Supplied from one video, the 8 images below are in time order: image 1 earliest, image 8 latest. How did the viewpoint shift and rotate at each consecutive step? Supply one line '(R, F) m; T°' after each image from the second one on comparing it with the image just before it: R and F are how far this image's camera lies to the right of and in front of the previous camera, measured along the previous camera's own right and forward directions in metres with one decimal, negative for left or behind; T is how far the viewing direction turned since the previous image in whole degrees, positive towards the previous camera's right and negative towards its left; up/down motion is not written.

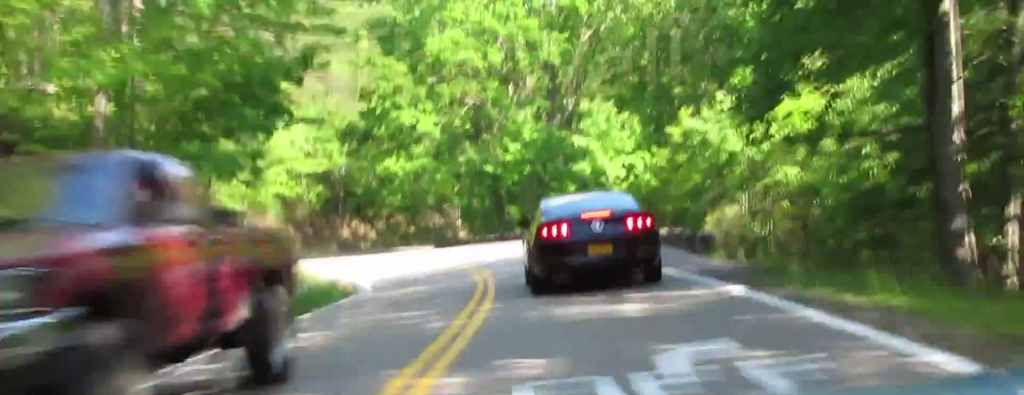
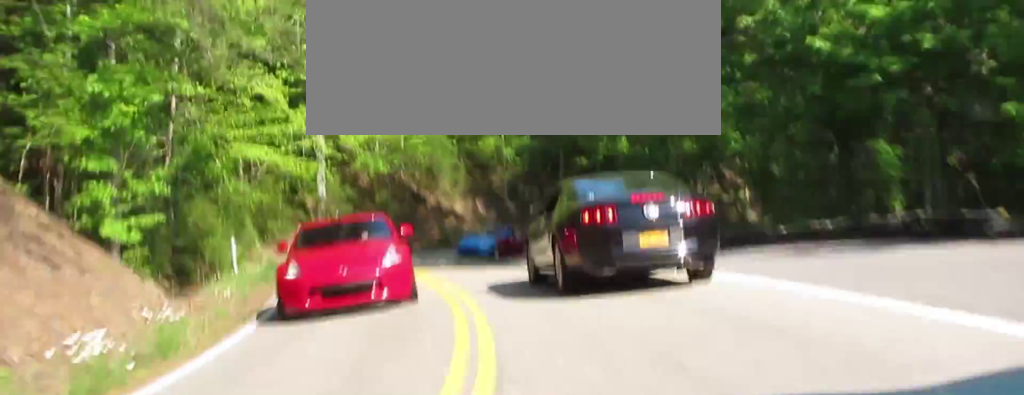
(-2.1, +35.4) m; 0°
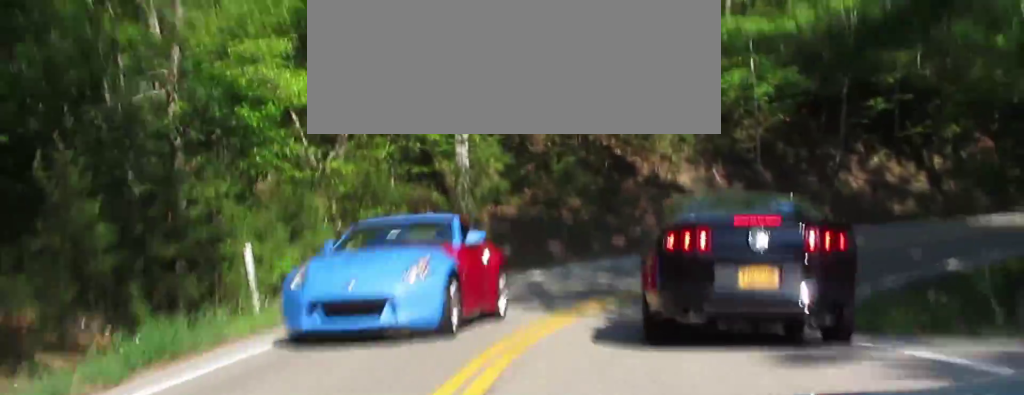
(+2.5, +23.1) m; +26°
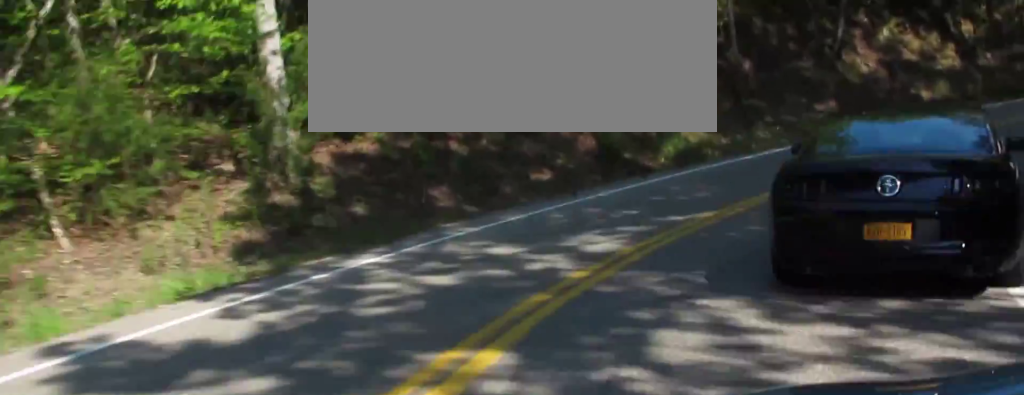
(+4.1, +14.9) m; +18°
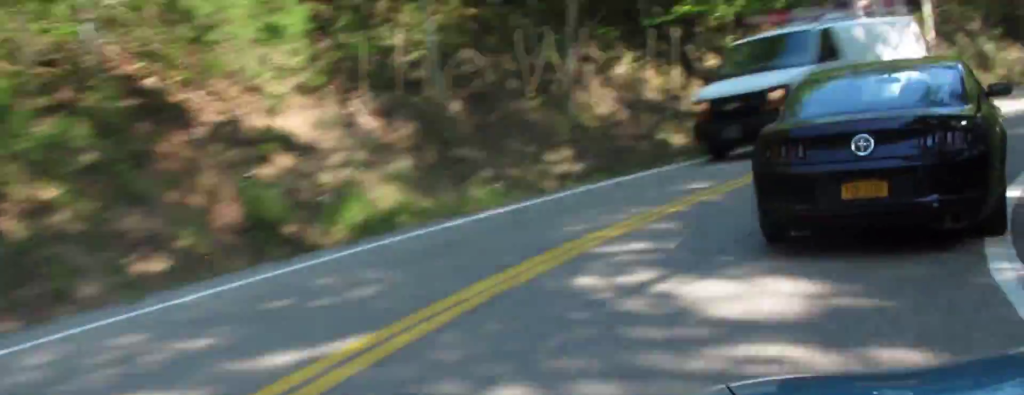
(+1.1, +10.2) m; +5°
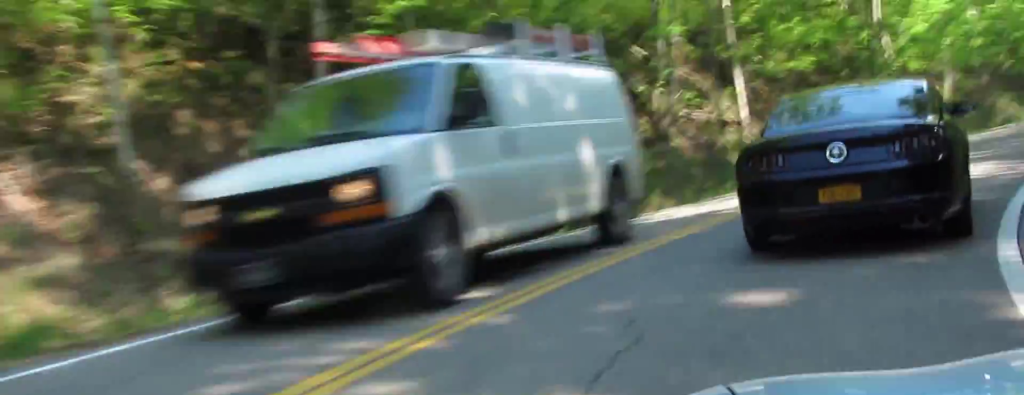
(-0.2, +7.9) m; -1°
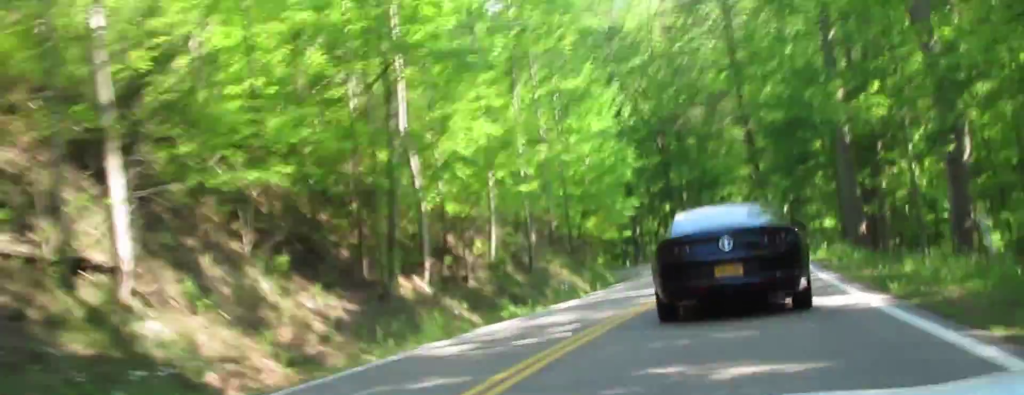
(-0.4, +20.2) m; -4°
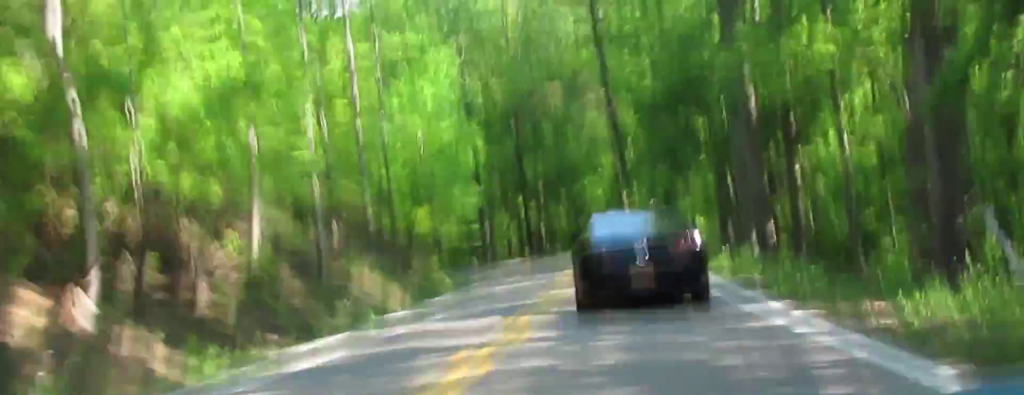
(-0.6, +12.1) m; -4°
